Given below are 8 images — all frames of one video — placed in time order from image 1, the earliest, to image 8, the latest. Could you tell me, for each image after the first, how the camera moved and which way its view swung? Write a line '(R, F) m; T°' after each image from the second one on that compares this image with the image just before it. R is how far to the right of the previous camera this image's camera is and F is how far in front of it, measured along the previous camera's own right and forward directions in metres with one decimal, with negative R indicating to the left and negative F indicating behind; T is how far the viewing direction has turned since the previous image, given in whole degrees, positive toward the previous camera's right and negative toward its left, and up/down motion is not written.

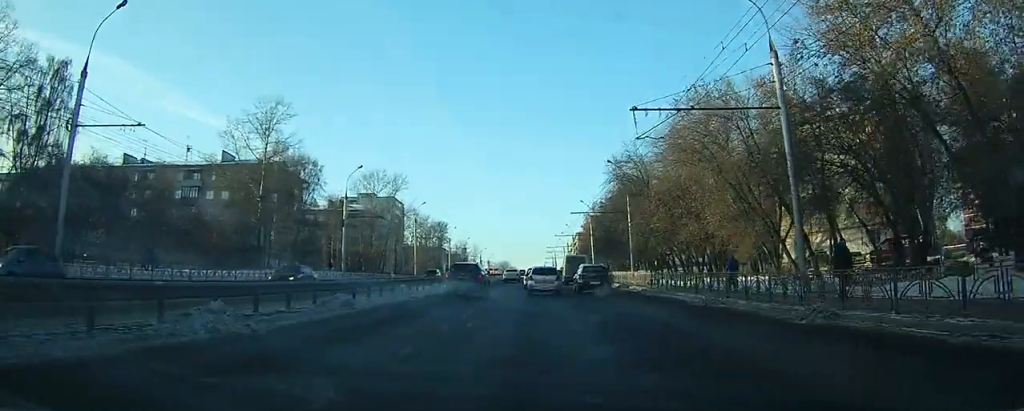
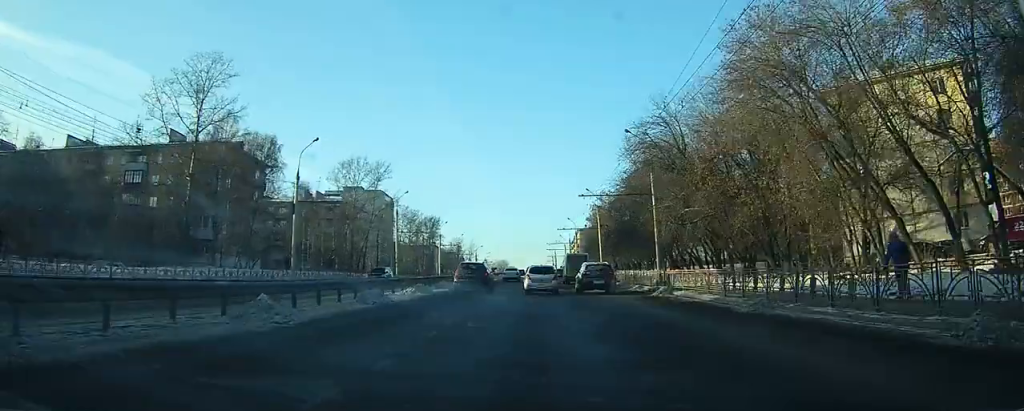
(+0.1, +14.0) m; 0°
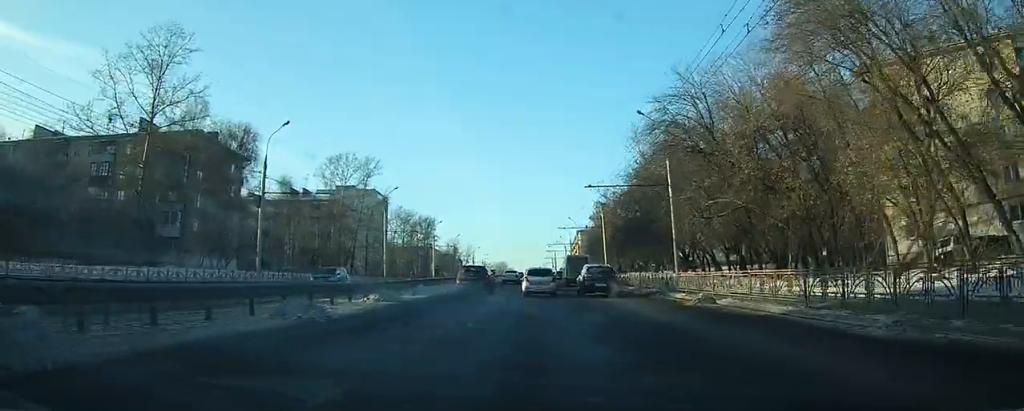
(0.0, +6.7) m; 0°
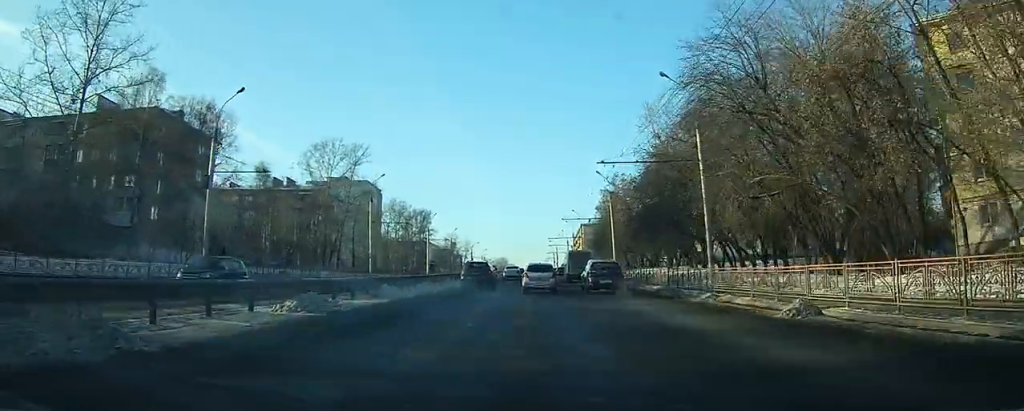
(0.0, +8.2) m; 0°
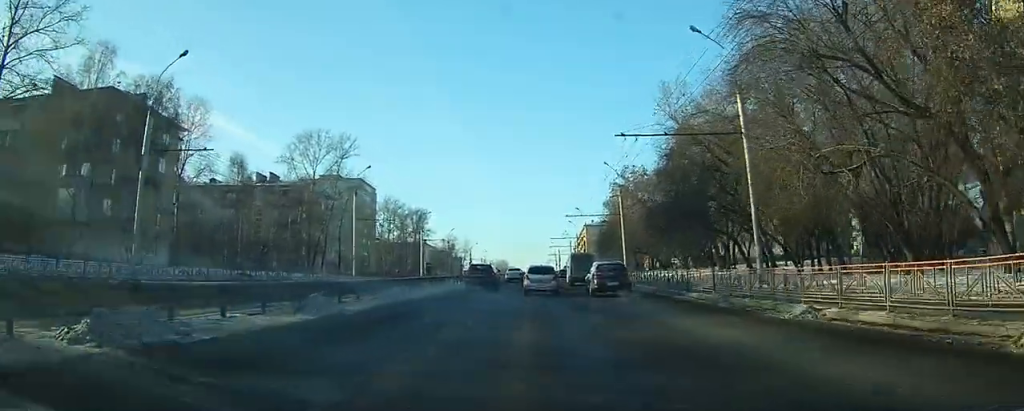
(0.0, +7.6) m; 0°
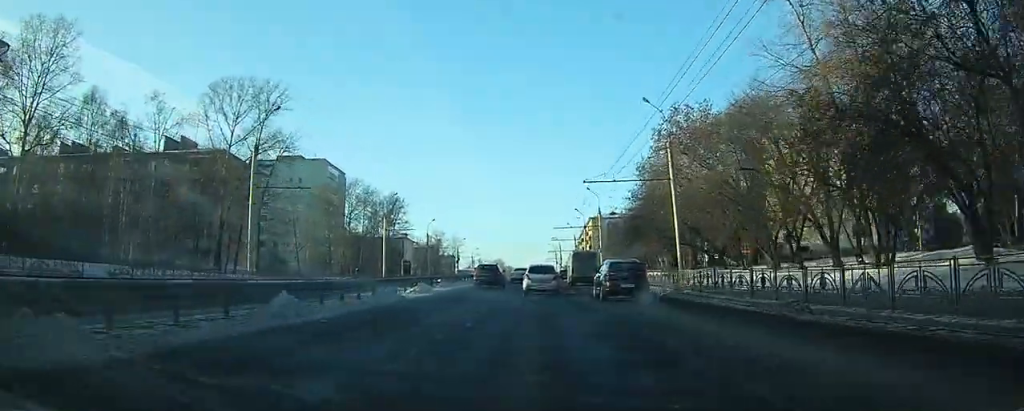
(-0.1, +26.4) m; 0°
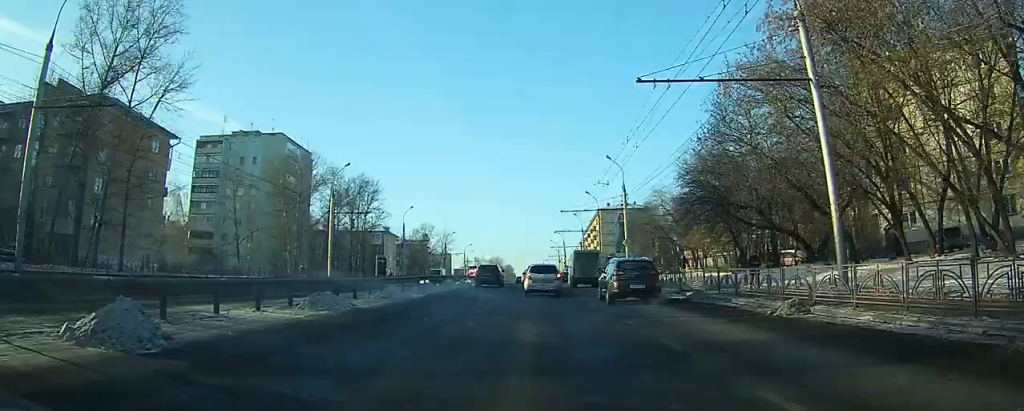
(0.0, +21.8) m; 0°
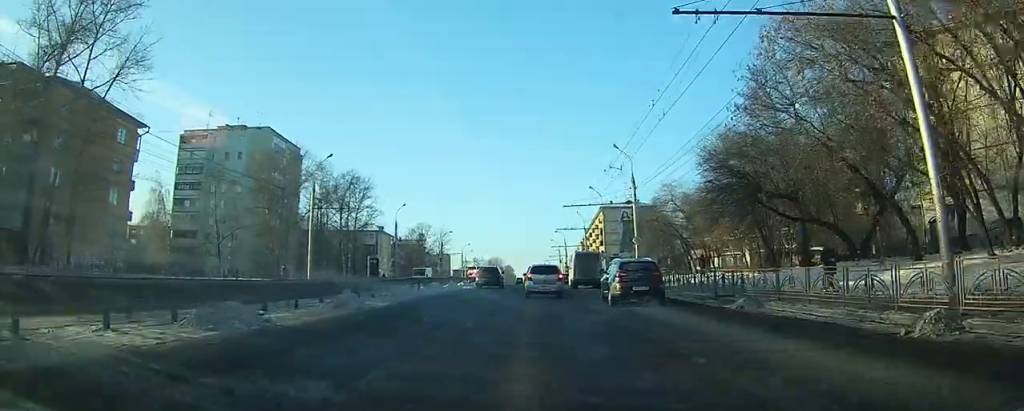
(0.0, +5.4) m; 0°
